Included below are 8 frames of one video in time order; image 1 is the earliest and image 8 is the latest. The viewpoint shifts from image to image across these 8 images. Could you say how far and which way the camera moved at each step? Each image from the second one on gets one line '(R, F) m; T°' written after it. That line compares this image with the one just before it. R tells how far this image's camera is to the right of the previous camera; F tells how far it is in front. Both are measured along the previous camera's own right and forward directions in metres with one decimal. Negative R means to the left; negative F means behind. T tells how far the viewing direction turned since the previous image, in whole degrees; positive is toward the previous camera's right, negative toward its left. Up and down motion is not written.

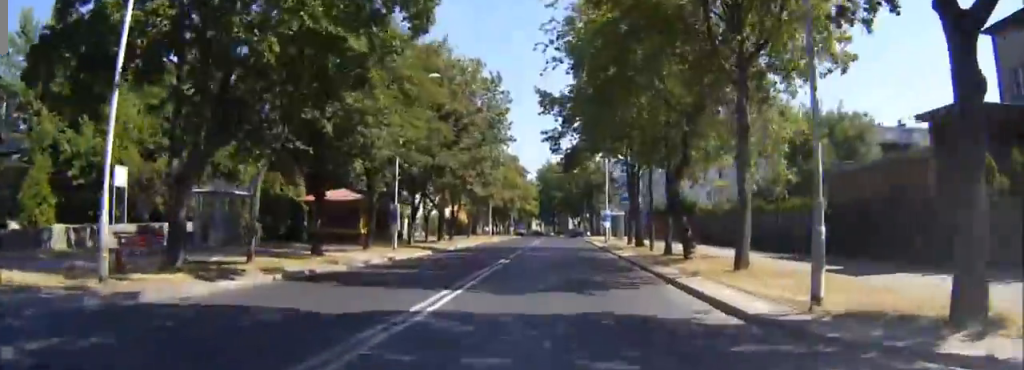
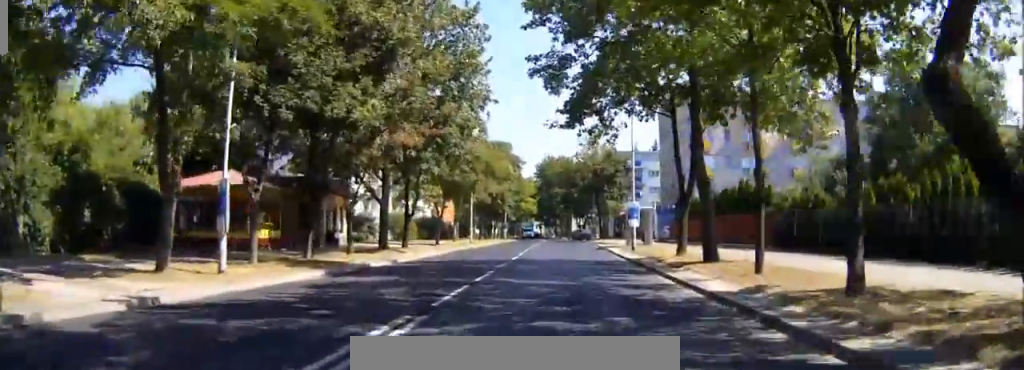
(0.0, +18.9) m; +1°
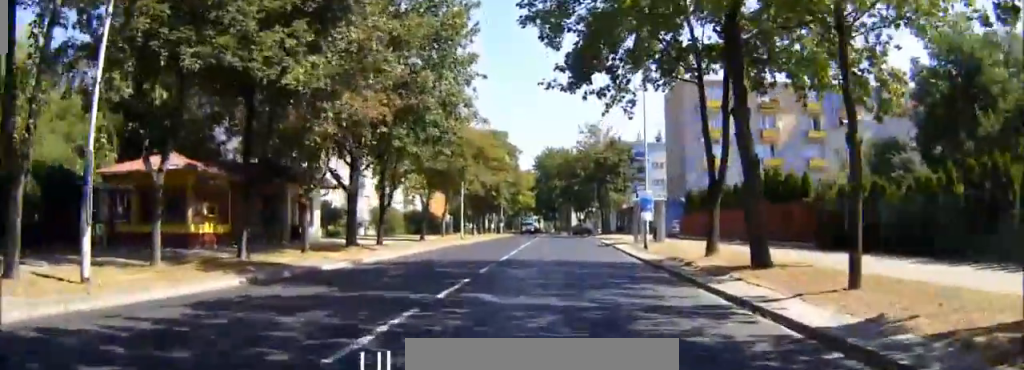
(0.0, +5.6) m; 0°
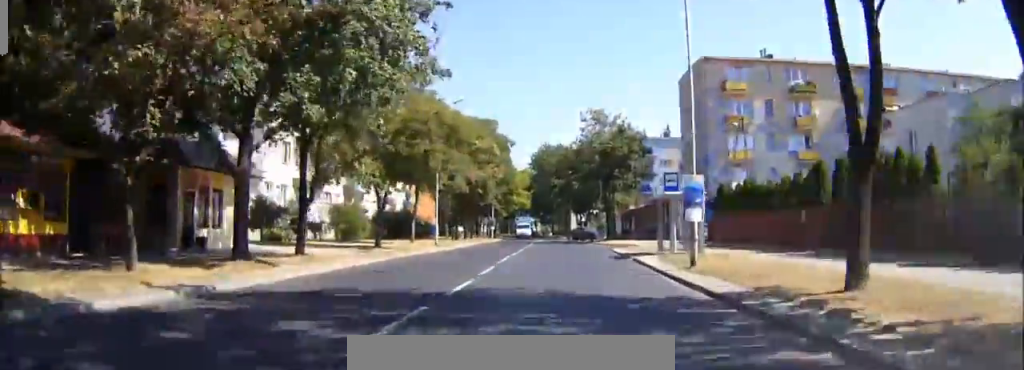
(+0.2, +11.0) m; 0°
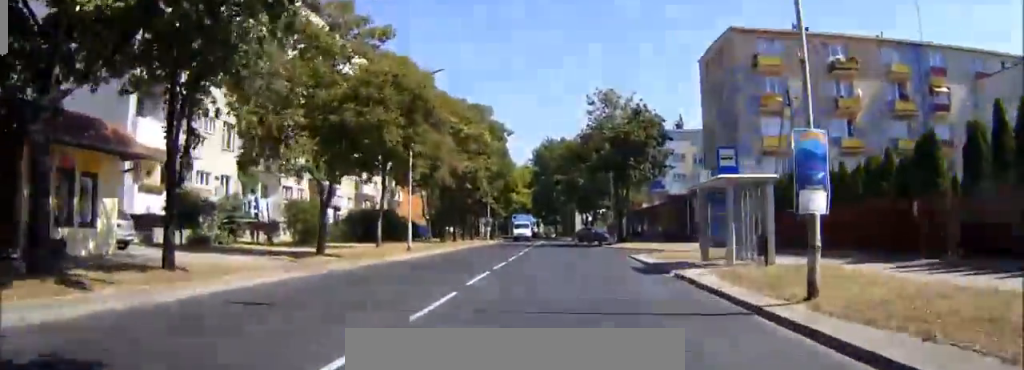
(-0.1, +9.2) m; -1°
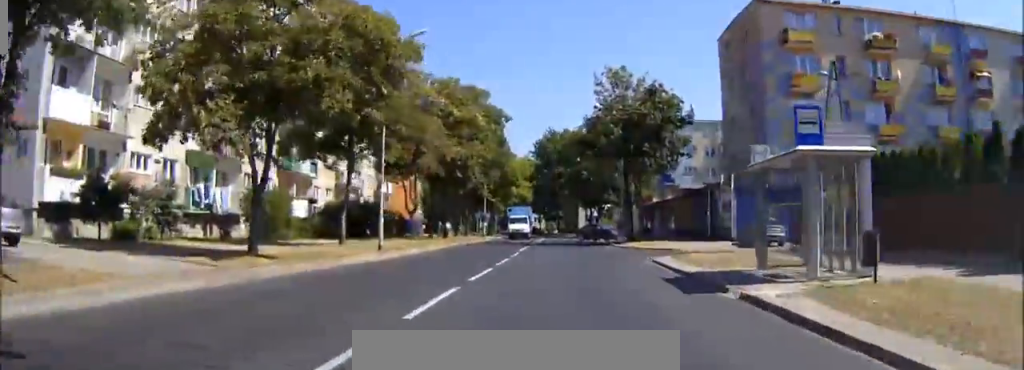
(0.0, +6.4) m; -1°
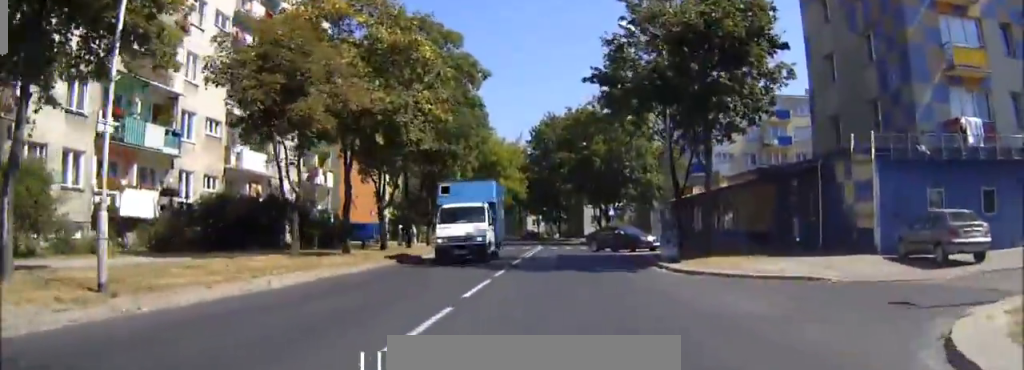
(-0.1, +20.1) m; 0°
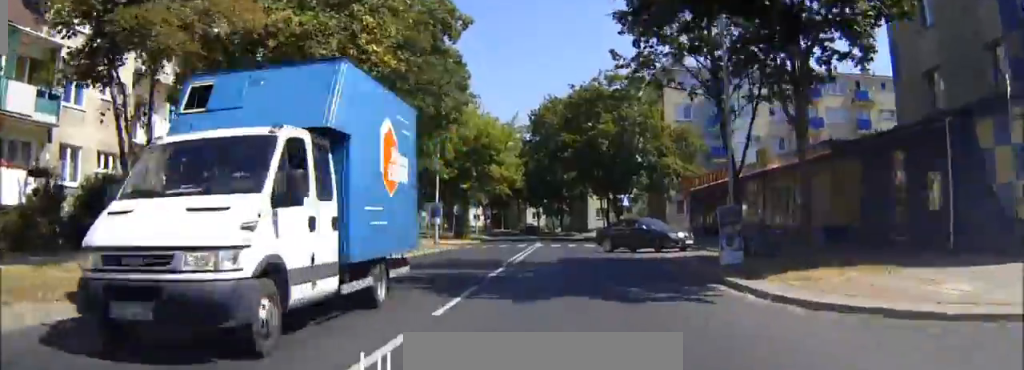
(0.0, +9.7) m; 0°
